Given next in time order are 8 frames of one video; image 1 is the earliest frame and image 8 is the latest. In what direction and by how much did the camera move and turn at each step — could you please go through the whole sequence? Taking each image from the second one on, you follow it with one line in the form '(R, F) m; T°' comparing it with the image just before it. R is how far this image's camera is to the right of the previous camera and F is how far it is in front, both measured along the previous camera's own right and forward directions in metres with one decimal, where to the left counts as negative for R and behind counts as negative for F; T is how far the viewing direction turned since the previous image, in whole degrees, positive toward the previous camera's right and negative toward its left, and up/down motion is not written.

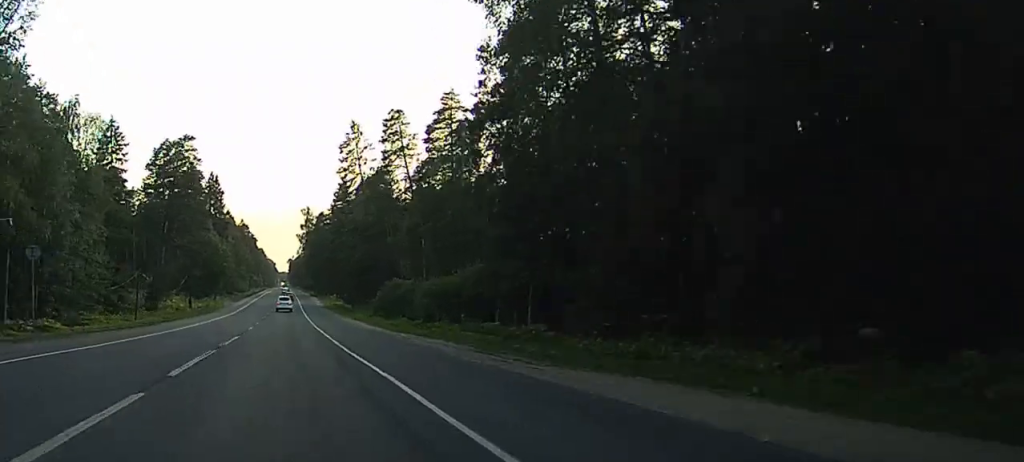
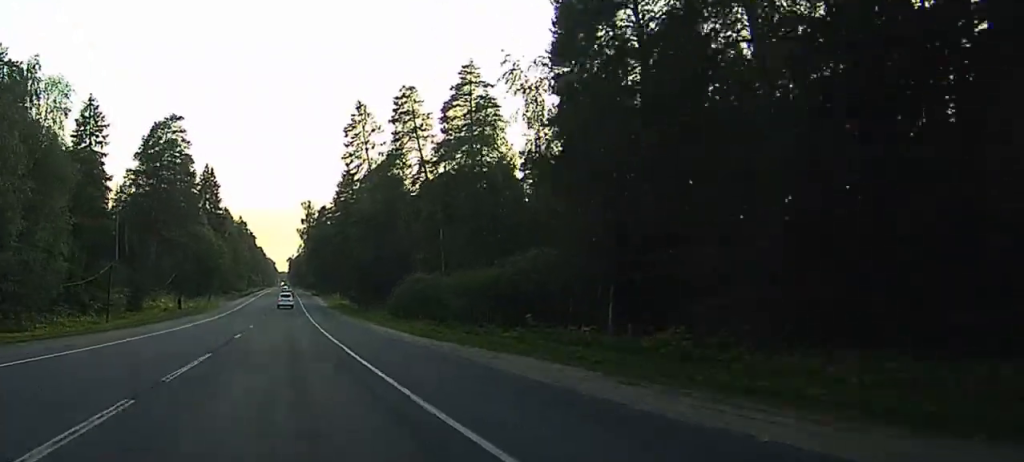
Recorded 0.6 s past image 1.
(-0.1, +12.6) m; 0°
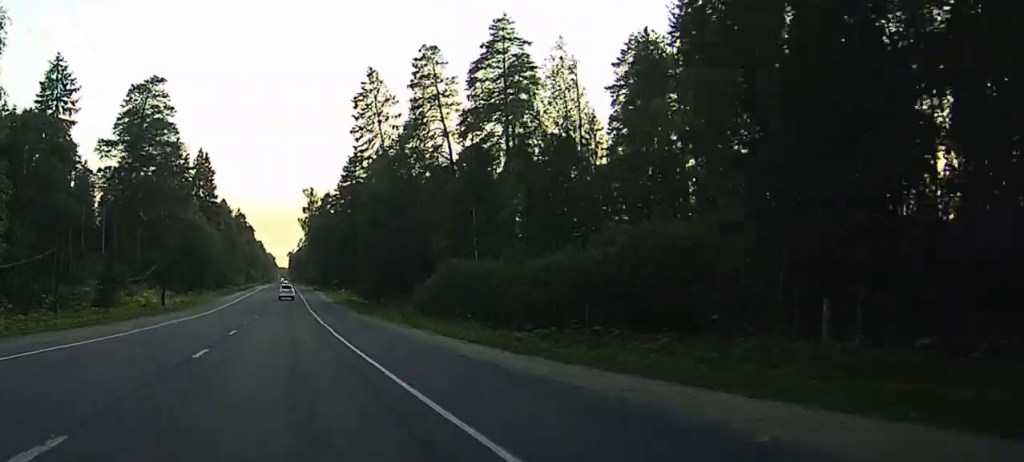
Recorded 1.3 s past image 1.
(-0.1, +15.9) m; -1°
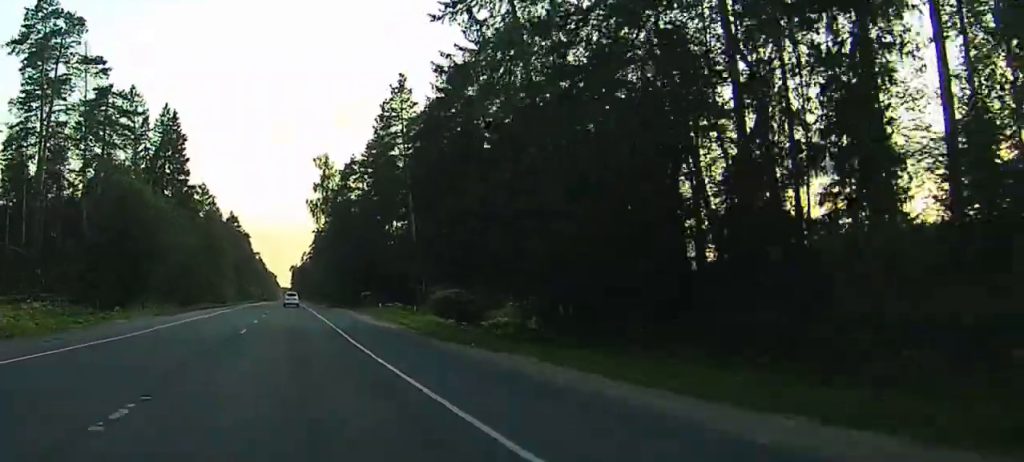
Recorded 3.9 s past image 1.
(-0.7, +60.1) m; -1°
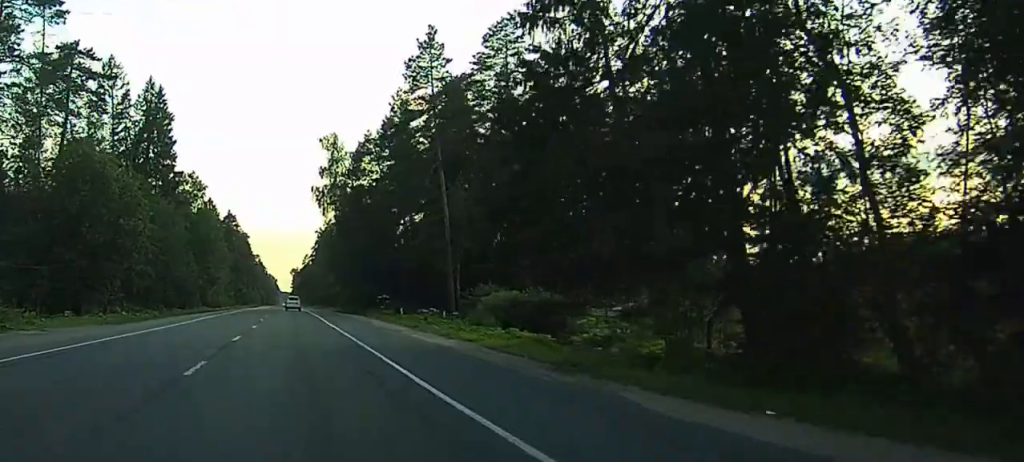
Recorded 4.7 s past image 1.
(-0.1, +18.2) m; 0°
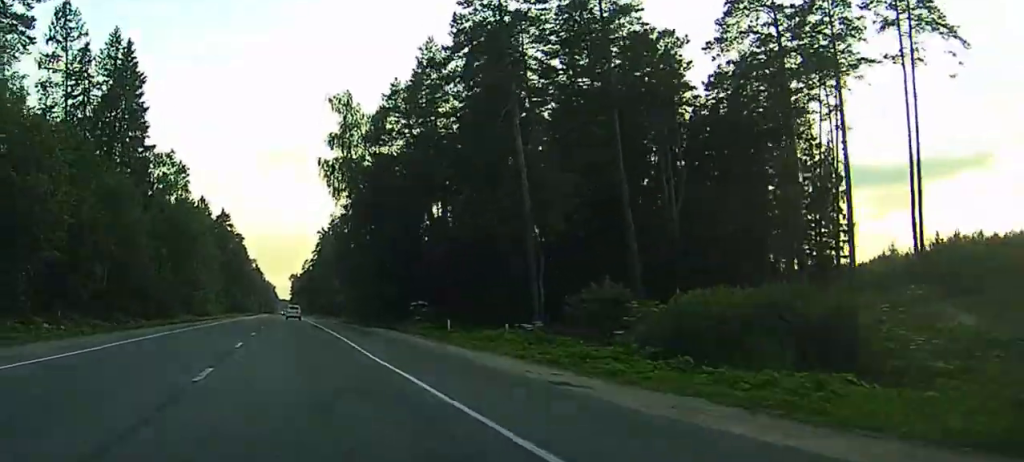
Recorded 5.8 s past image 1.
(0.0, +24.3) m; 0°
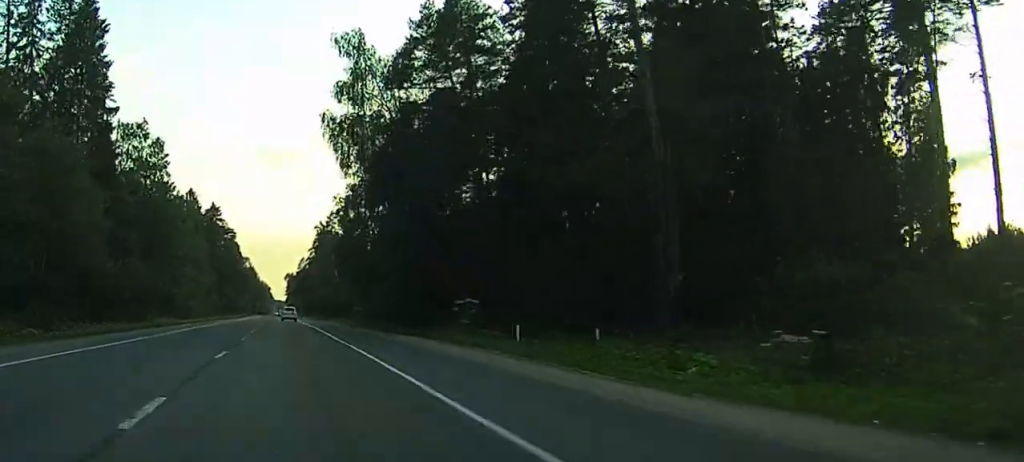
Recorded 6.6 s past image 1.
(0.0, +18.4) m; 0°
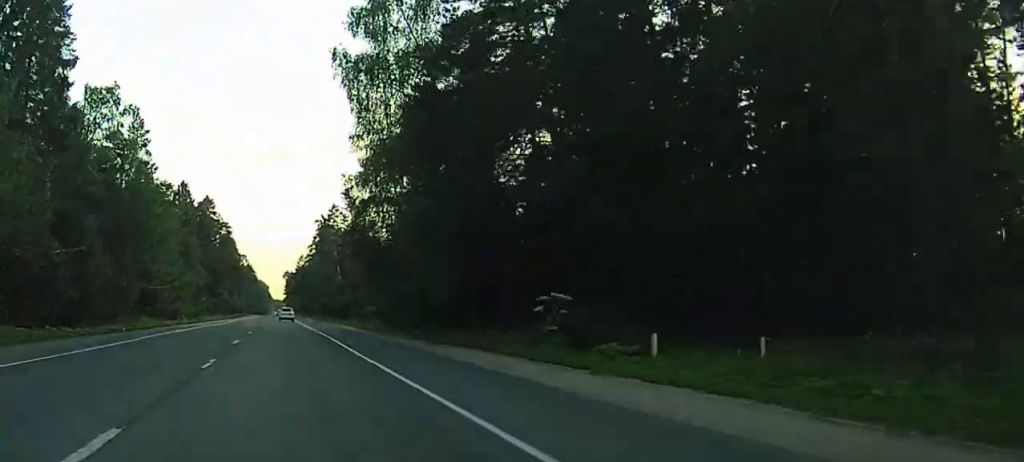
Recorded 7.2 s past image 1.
(0.0, +15.5) m; 0°
